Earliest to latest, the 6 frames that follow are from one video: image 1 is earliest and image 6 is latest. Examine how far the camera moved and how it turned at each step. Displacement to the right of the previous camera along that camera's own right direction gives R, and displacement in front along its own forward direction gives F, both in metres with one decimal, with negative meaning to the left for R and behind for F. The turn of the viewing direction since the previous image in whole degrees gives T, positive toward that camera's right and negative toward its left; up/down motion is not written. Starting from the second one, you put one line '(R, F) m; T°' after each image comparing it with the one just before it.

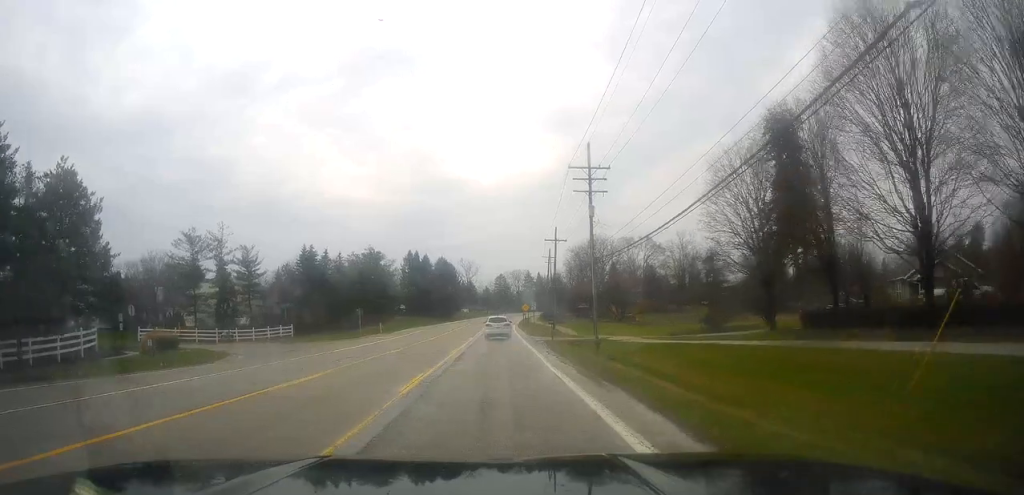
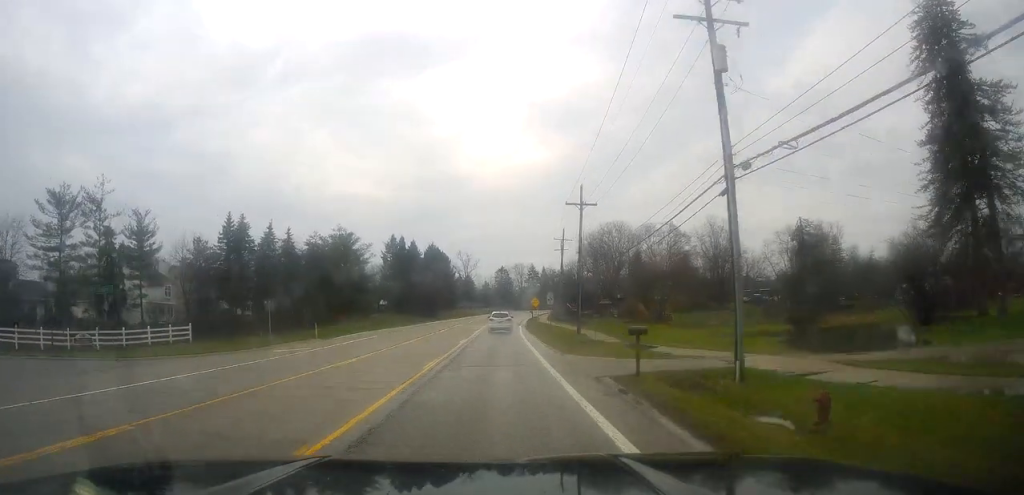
(+0.6, +25.9) m; +1°
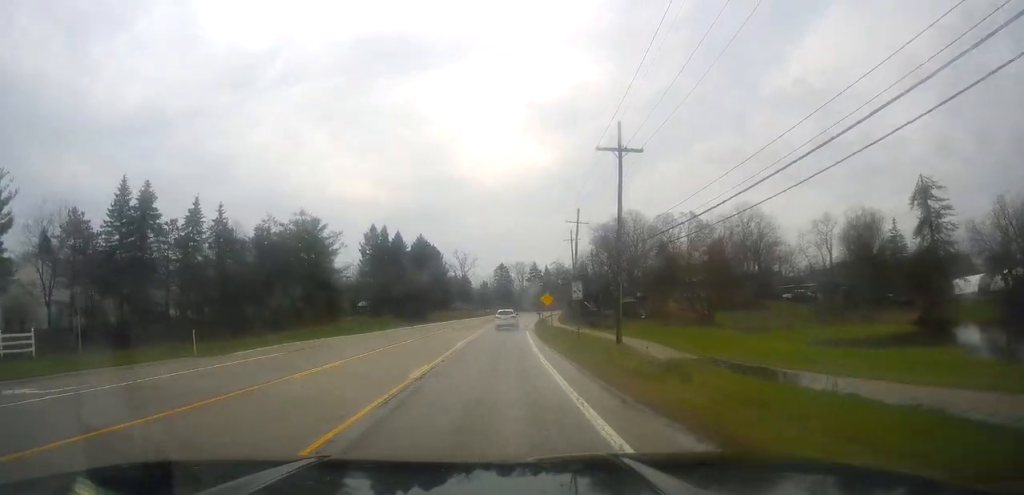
(-0.2, +19.6) m; 0°
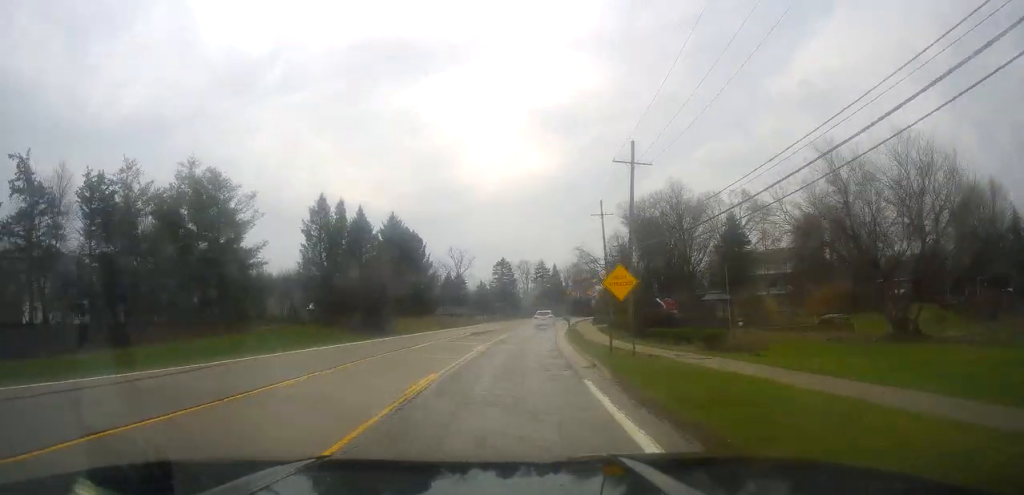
(+0.3, +33.1) m; 0°
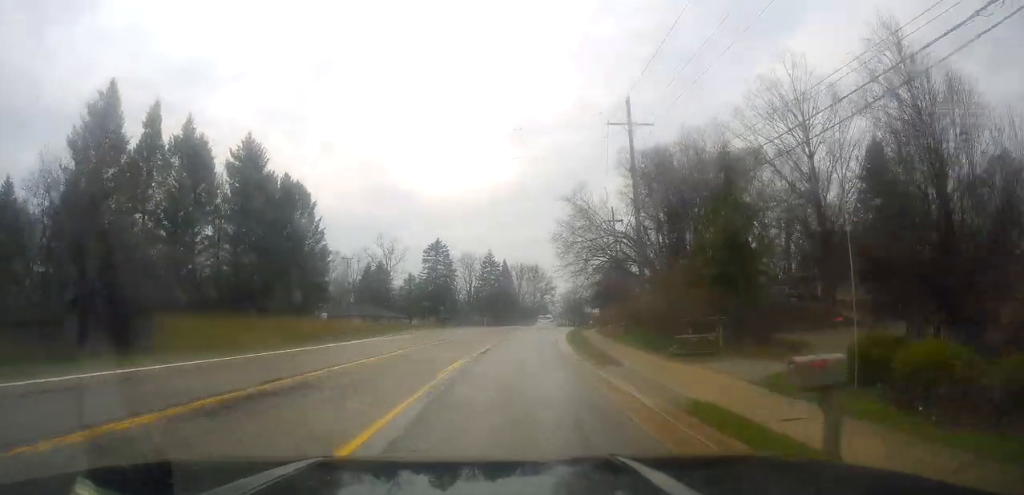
(+0.7, +40.0) m; +5°
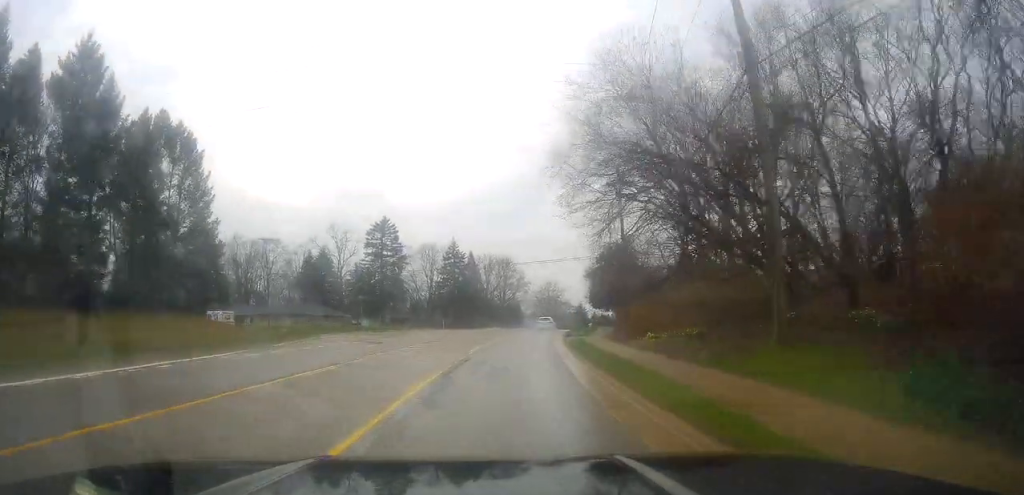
(+0.7, +21.3) m; +3°
